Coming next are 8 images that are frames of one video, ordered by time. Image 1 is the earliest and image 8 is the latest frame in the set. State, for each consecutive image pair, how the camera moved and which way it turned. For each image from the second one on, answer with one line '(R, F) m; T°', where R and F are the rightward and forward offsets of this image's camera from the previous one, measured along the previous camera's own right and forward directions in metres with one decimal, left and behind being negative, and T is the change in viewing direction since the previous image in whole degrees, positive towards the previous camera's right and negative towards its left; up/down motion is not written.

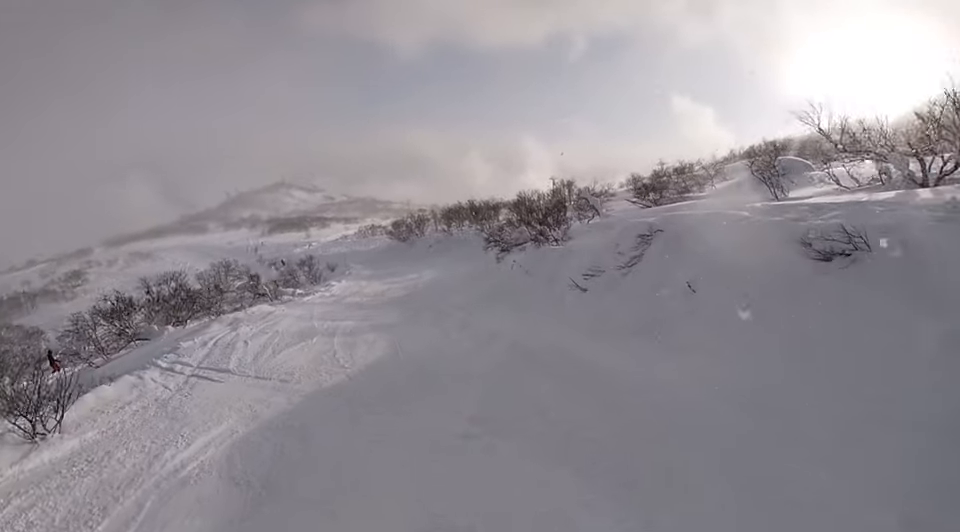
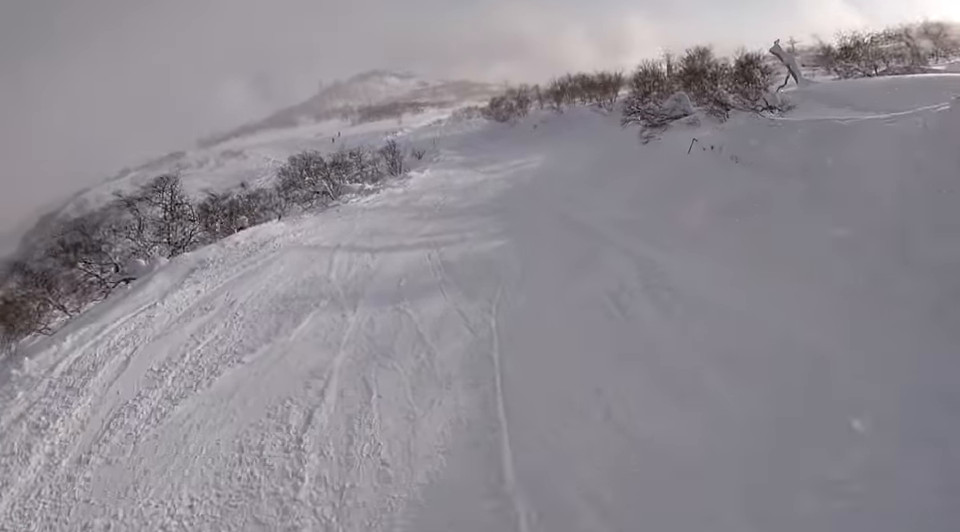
(-0.2, +7.4) m; -5°
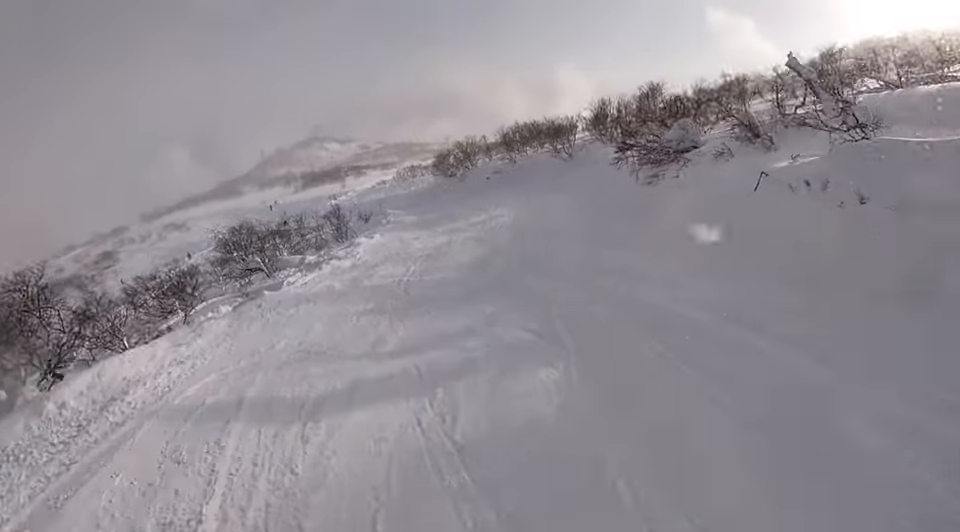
(-0.1, +4.1) m; -1°
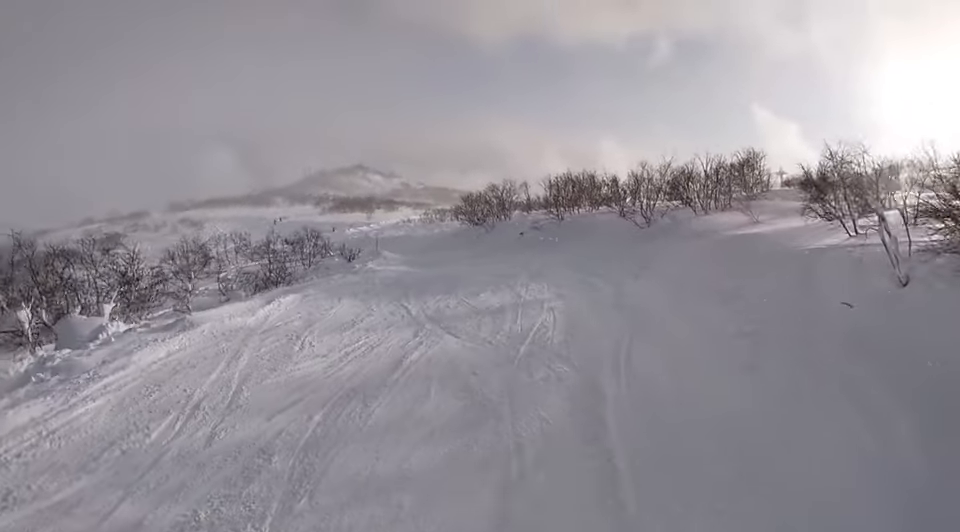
(+1.0, +11.3) m; +6°
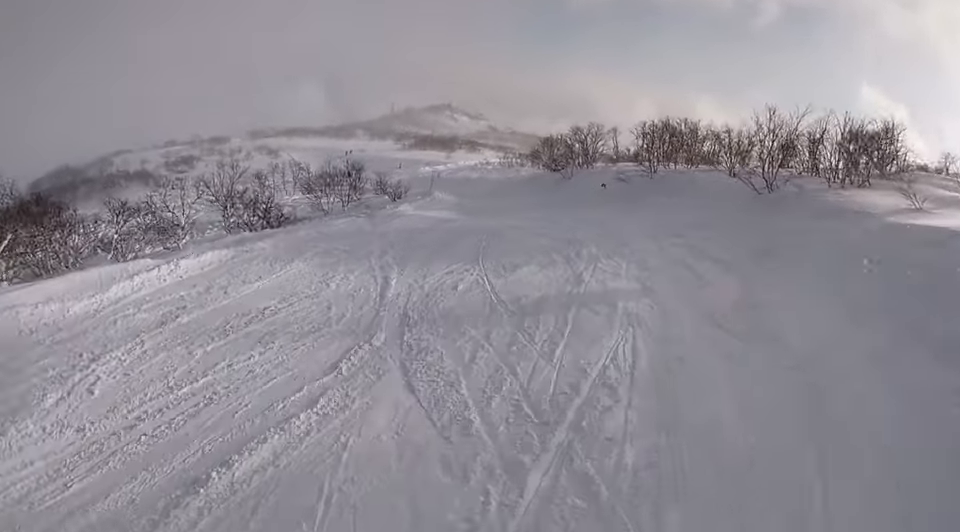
(-0.1, +4.6) m; -3°
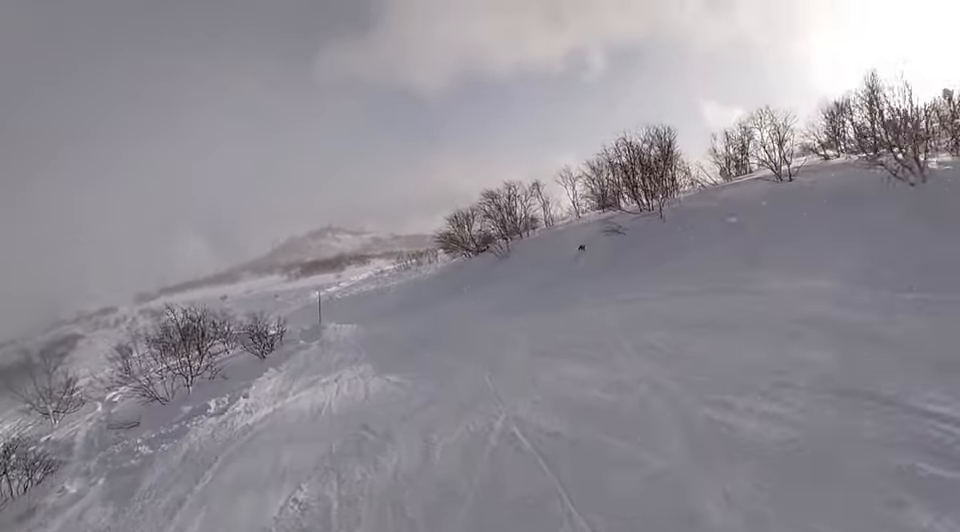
(-1.1, +9.5) m; -2°
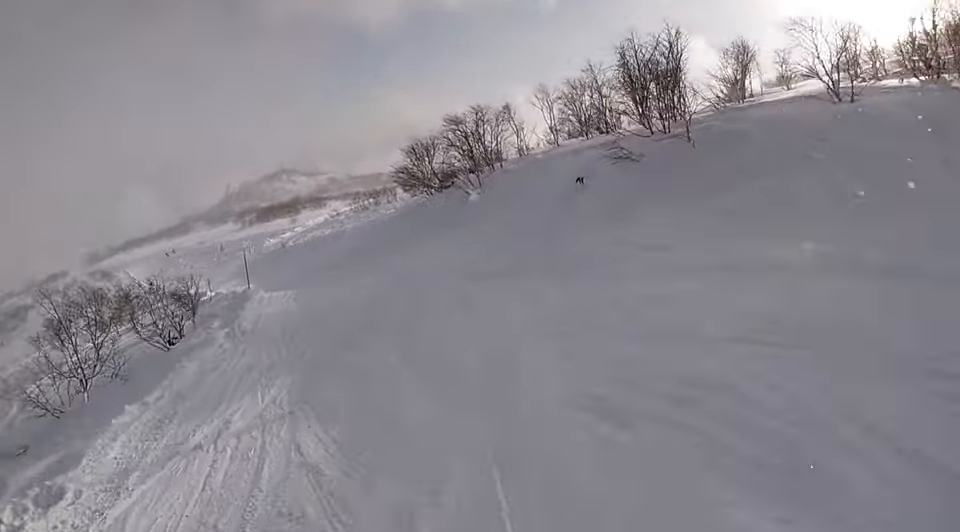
(+0.1, +3.7) m; 0°
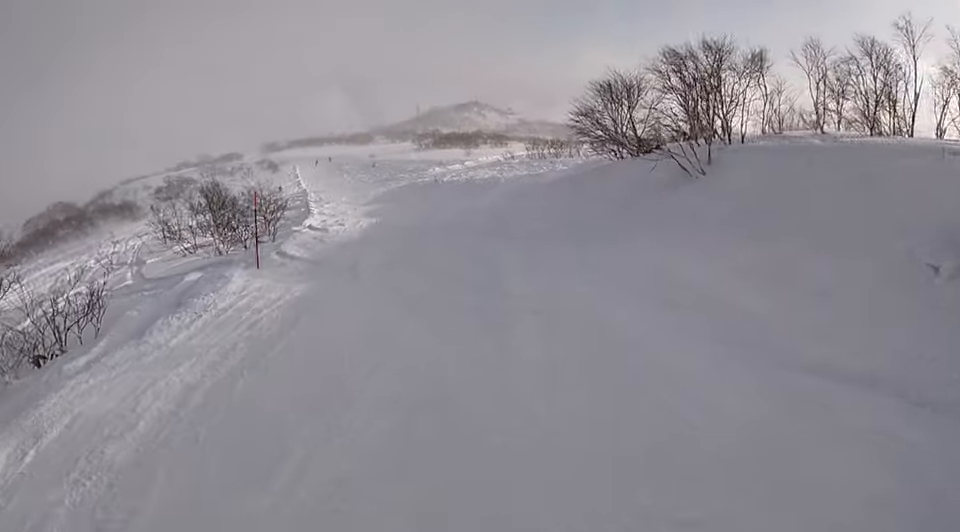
(-0.3, +8.1) m; -10°
